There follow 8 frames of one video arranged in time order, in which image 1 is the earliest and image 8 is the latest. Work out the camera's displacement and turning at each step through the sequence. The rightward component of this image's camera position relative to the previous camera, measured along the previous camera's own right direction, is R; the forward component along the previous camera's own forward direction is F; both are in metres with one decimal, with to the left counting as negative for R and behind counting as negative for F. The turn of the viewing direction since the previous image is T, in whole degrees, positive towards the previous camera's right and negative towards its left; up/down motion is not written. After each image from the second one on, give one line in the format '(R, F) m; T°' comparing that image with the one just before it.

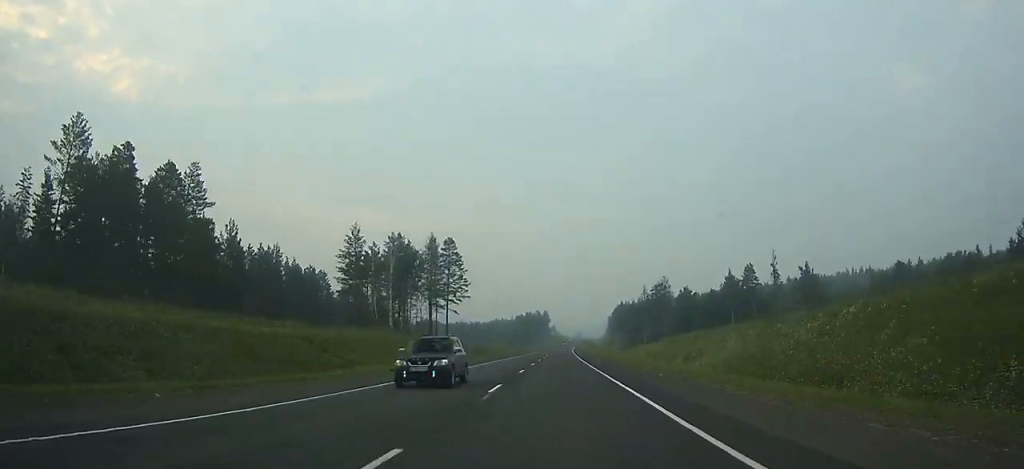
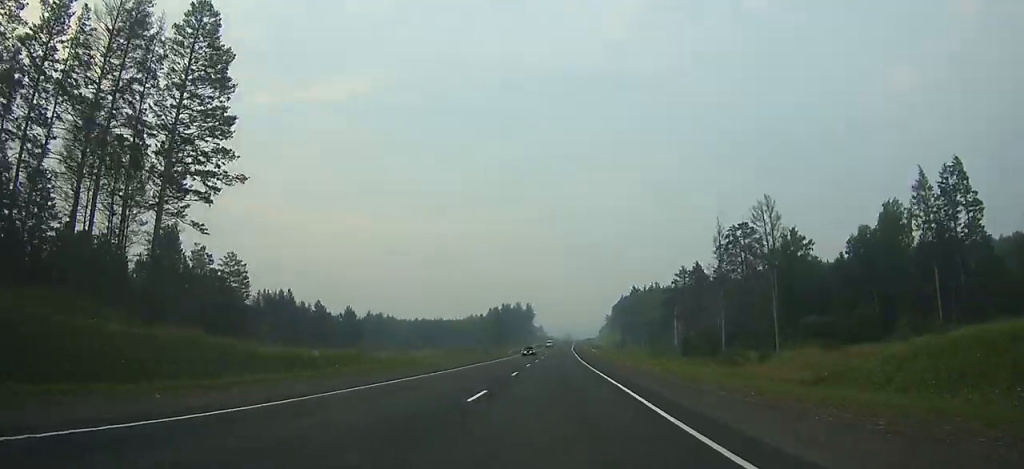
(+1.2, +111.6) m; +1°
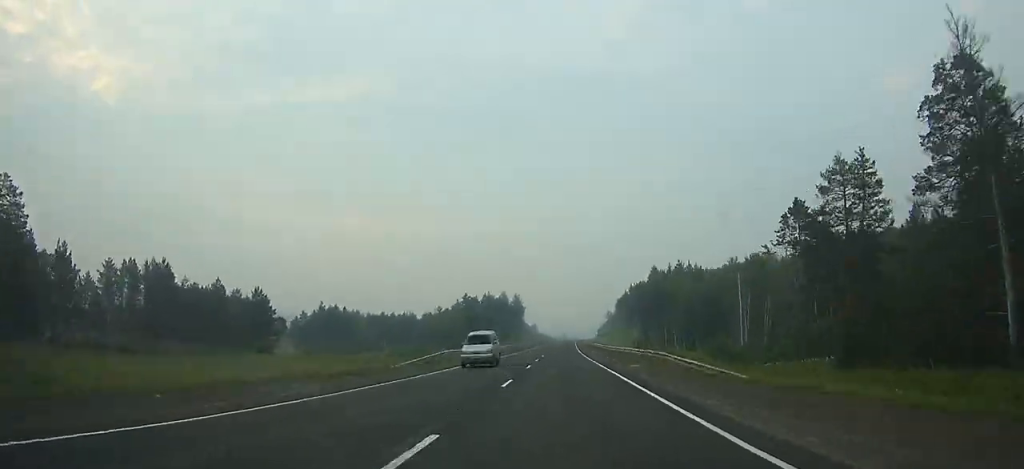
(+0.3, +66.7) m; +1°
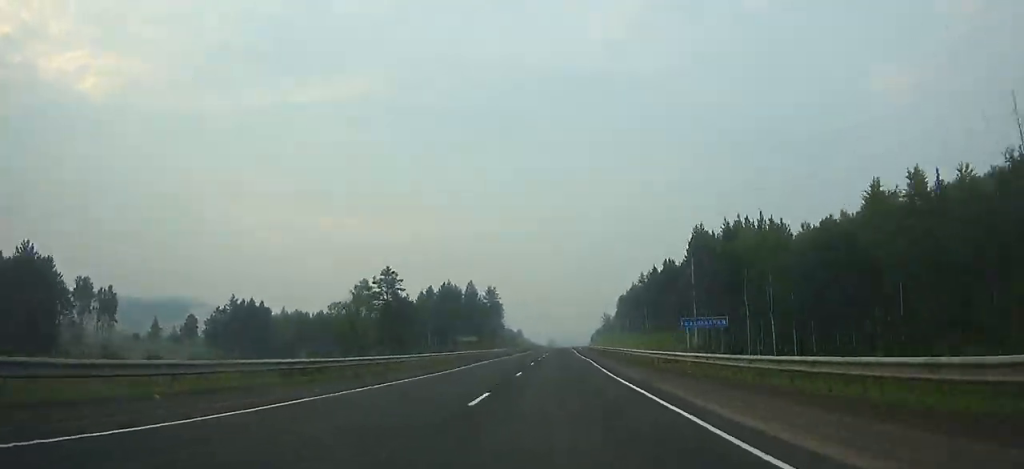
(+0.6, +73.5) m; +1°
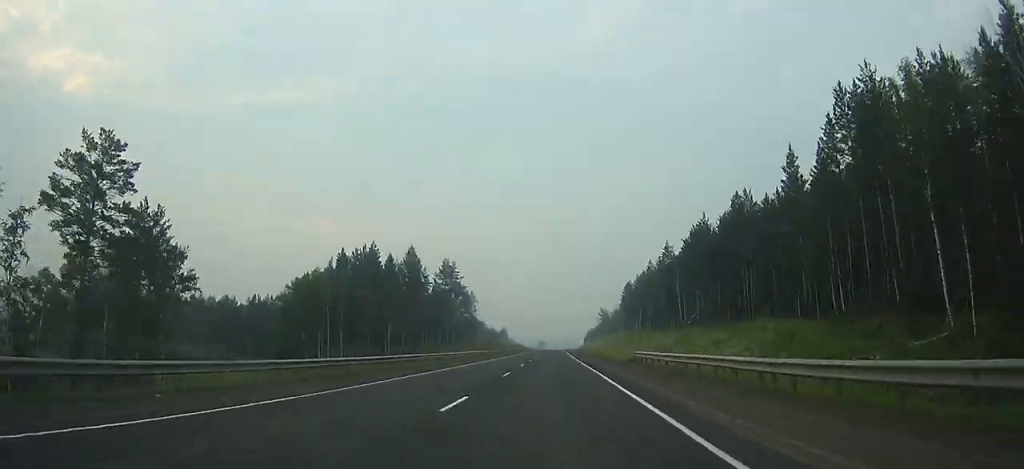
(+0.6, +69.3) m; +1°
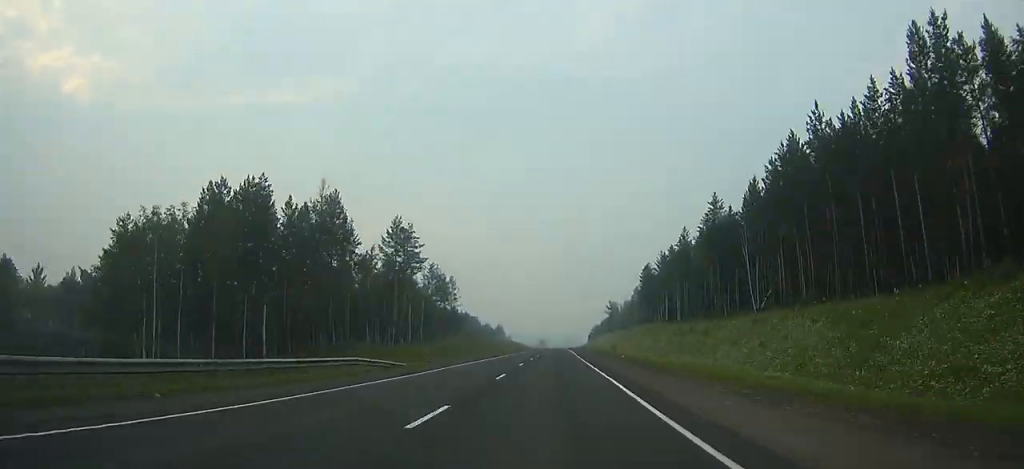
(+0.1, +49.9) m; 0°
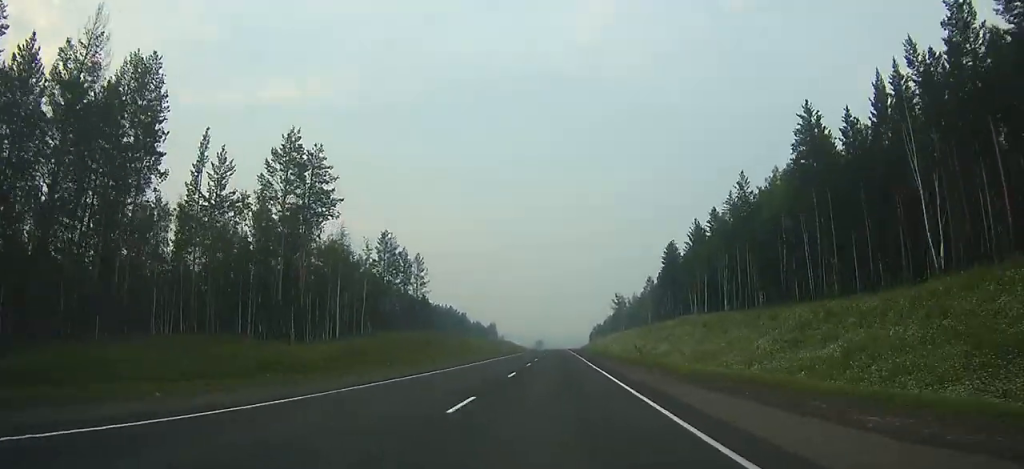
(0.0, +47.8) m; 0°
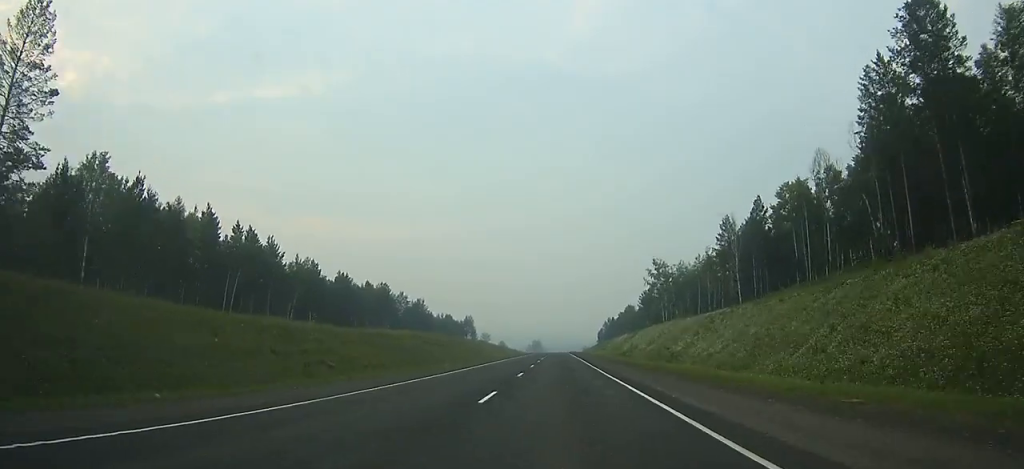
(+0.2, +119.6) m; 0°
